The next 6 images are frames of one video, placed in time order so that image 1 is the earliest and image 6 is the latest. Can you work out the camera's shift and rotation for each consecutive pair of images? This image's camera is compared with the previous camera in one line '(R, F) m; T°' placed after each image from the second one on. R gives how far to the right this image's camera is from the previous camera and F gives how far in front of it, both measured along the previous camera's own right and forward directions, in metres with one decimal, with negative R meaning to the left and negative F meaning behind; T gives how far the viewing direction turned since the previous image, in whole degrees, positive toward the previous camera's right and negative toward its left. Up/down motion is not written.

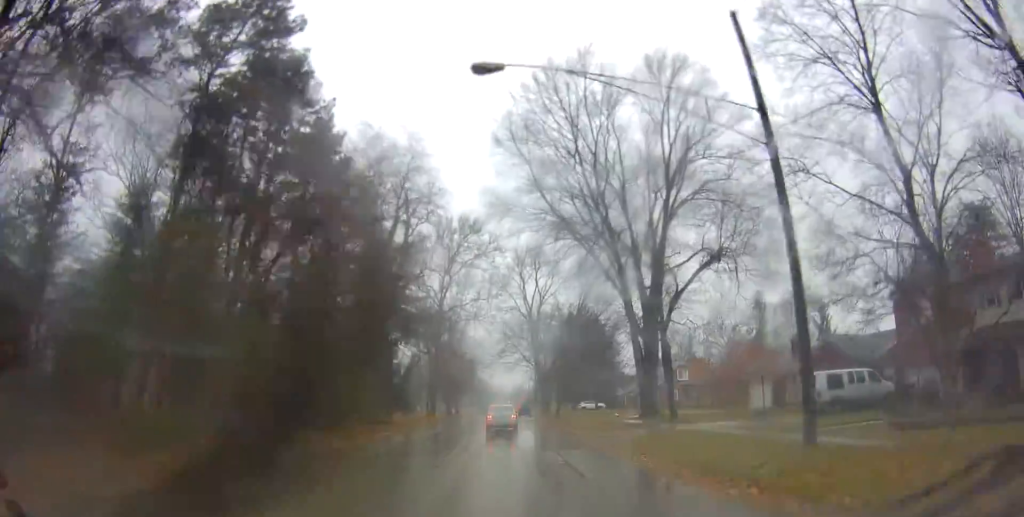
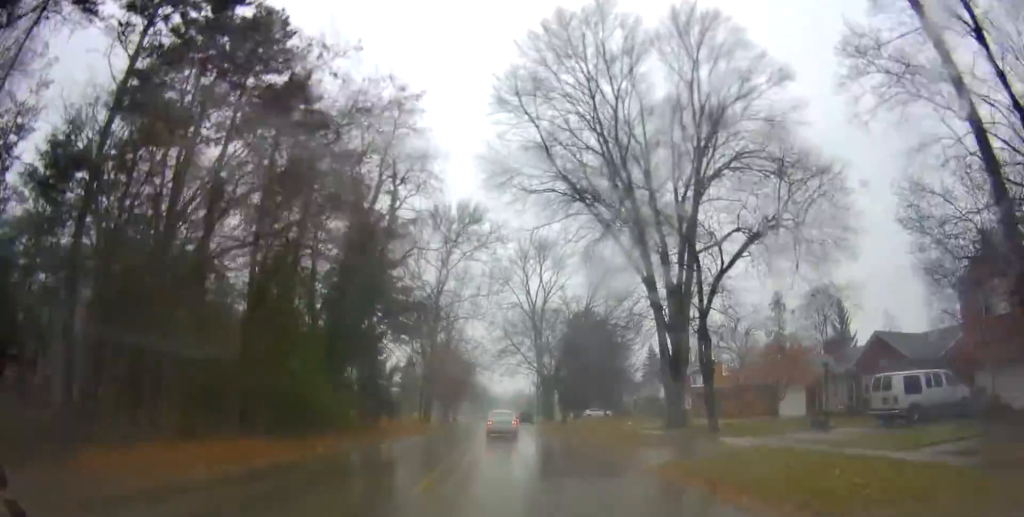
(+0.1, +6.1) m; +1°
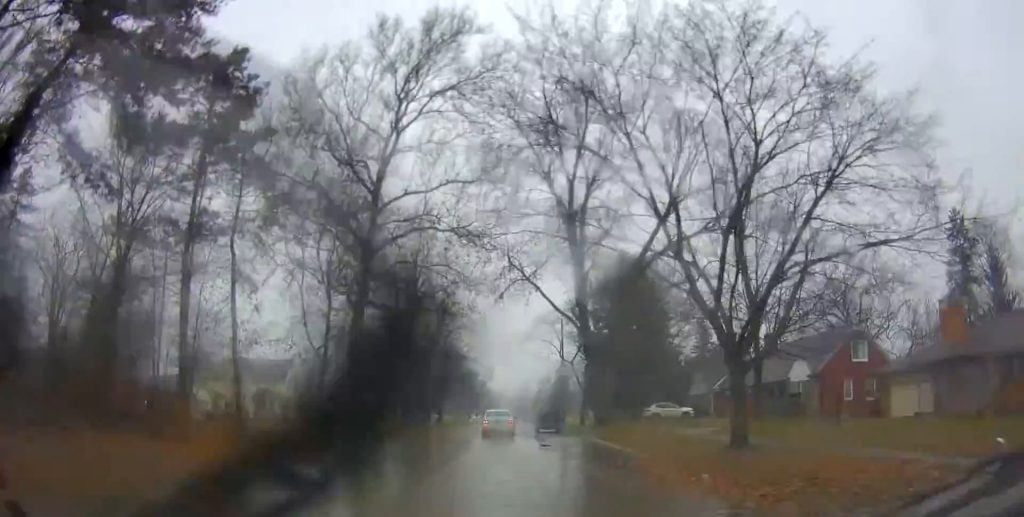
(-1.5, +38.4) m; -1°
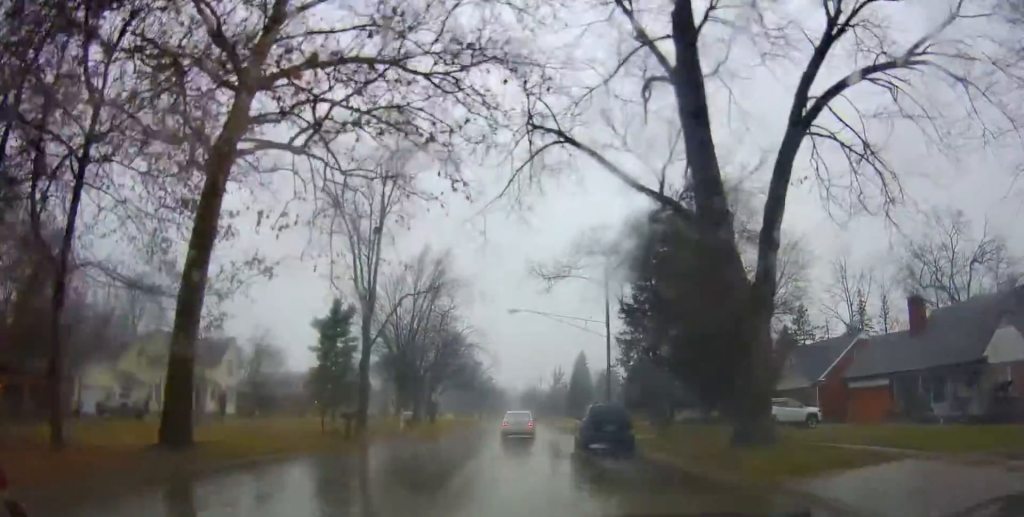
(-1.3, +20.9) m; -3°
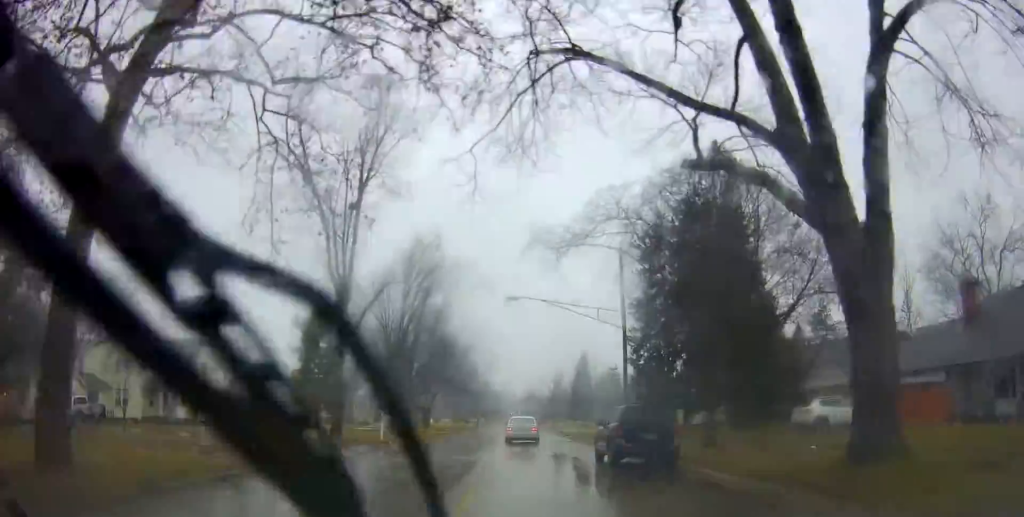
(+0.3, +5.5) m; +1°
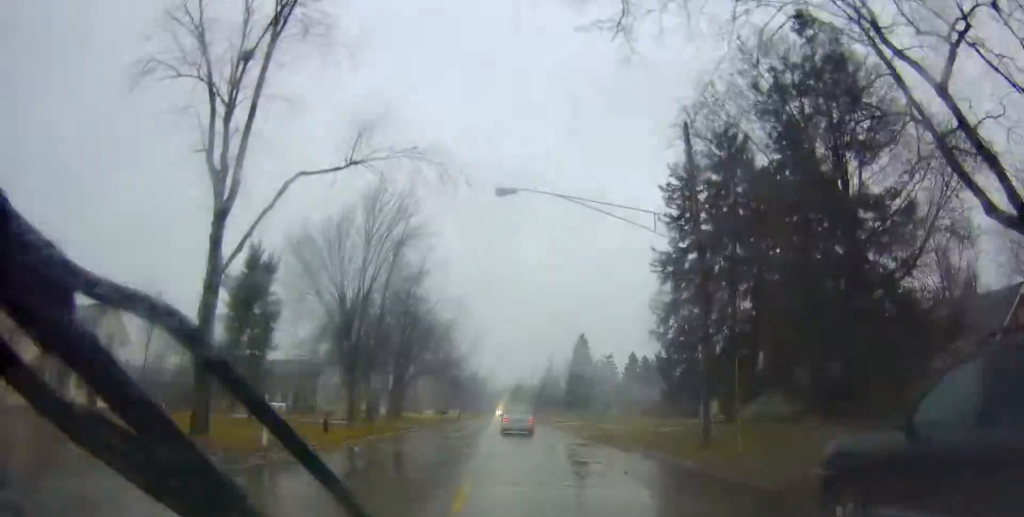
(+0.3, +13.9) m; +1°
